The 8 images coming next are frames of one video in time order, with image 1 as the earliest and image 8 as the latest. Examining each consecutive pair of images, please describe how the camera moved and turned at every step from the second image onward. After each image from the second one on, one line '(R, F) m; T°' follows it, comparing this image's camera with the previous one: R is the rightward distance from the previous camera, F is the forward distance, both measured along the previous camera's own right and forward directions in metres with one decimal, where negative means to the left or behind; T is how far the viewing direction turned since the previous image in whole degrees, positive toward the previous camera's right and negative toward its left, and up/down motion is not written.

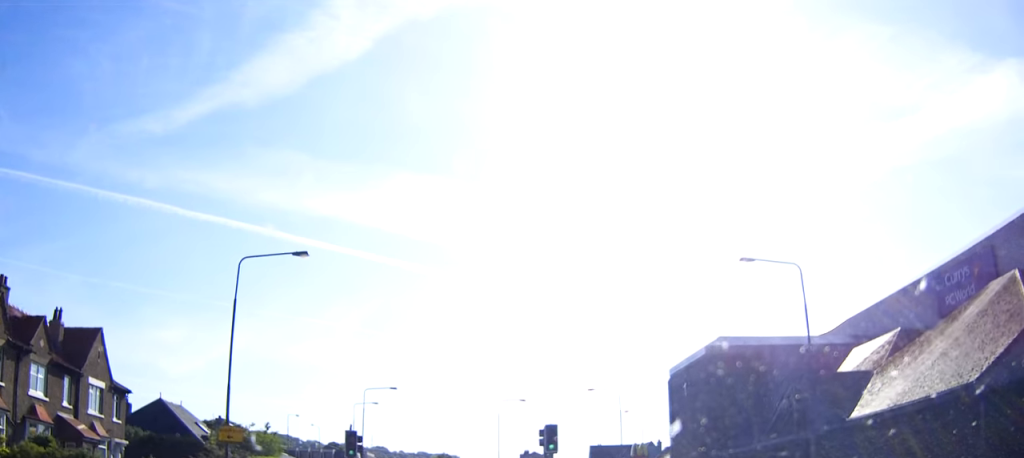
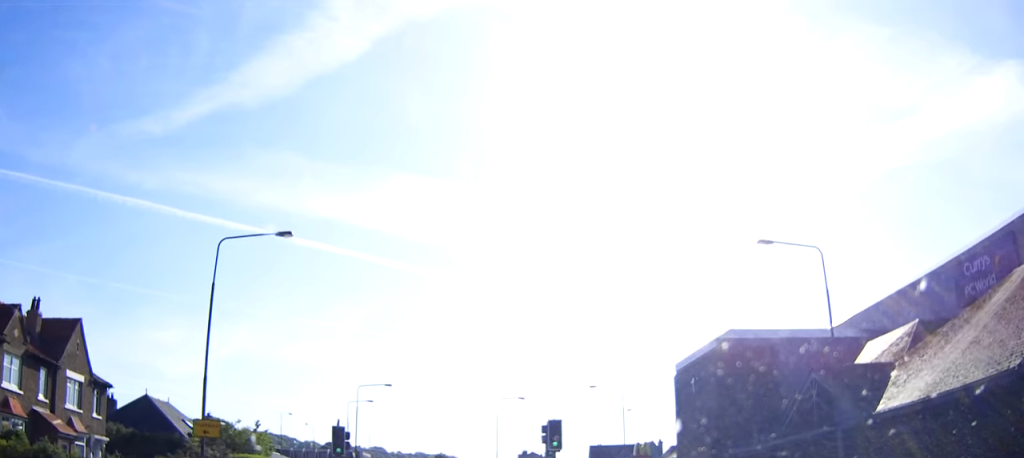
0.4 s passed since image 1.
(0.0, +1.9) m; 0°
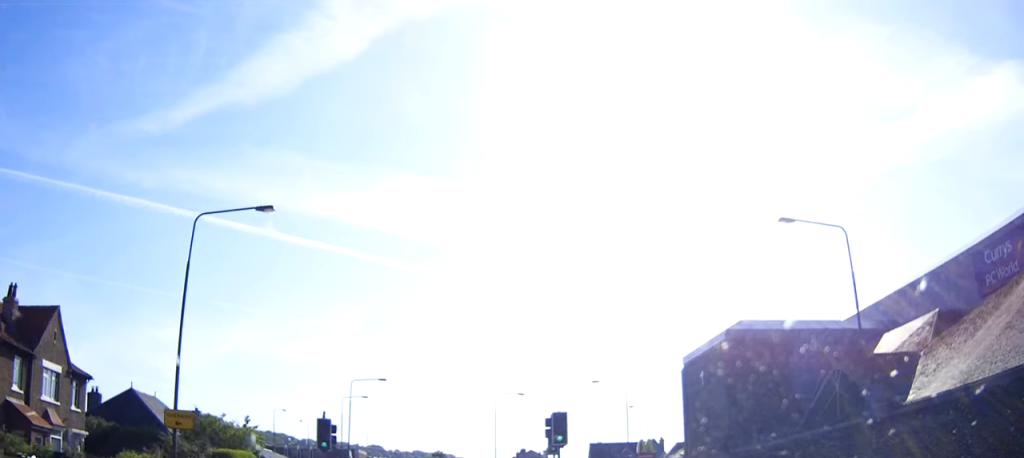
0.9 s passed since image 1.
(0.0, +1.9) m; 0°
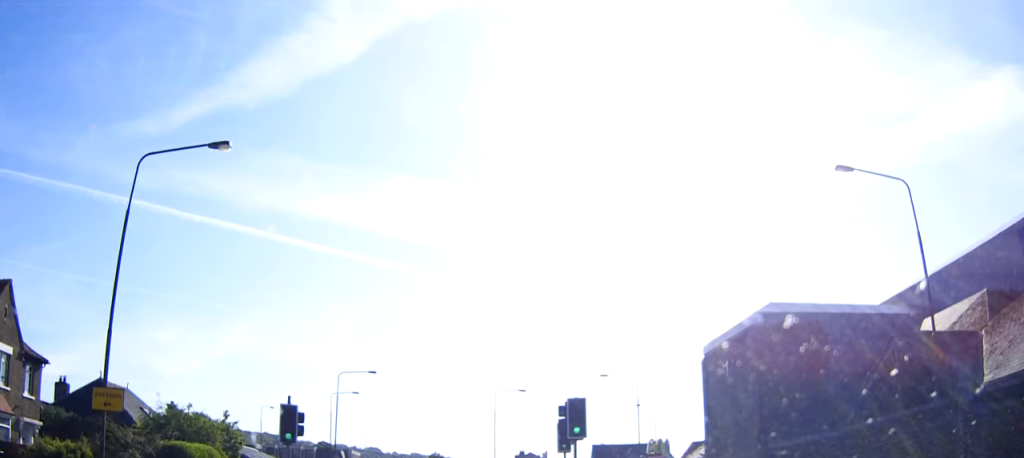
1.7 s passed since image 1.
(0.0, +4.7) m; 0°
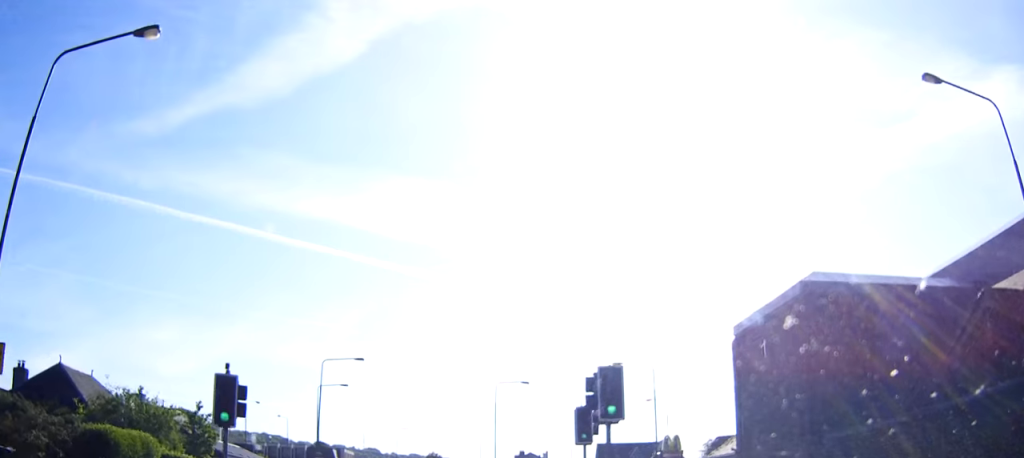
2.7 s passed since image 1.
(0.0, +6.1) m; +1°
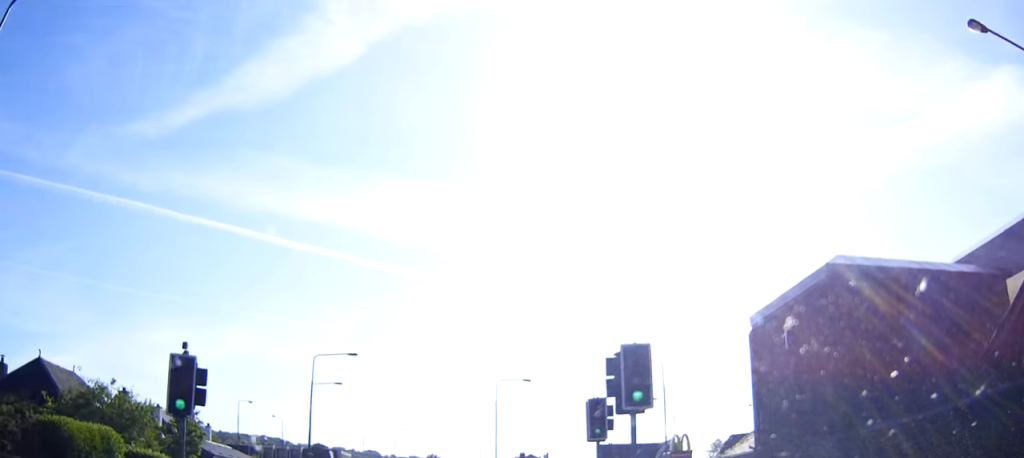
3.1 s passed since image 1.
(0.0, +2.7) m; 0°
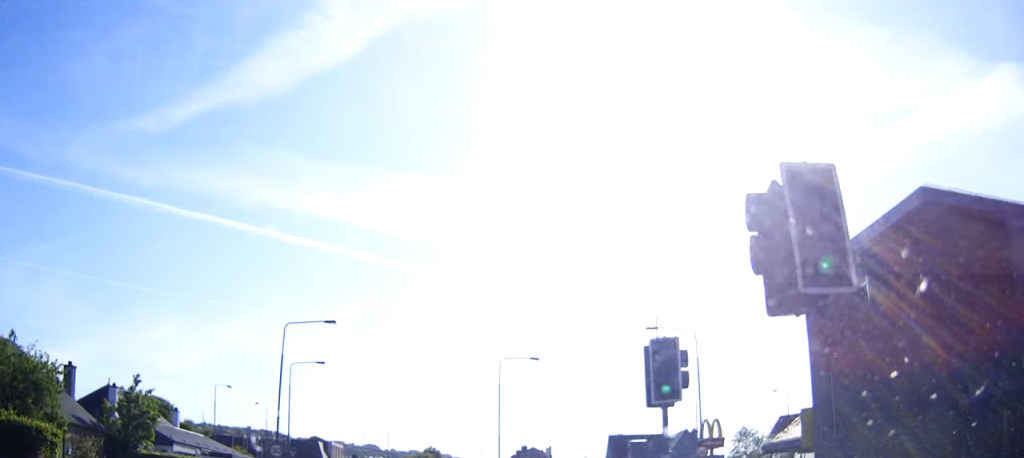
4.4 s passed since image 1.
(0.0, +7.7) m; 0°
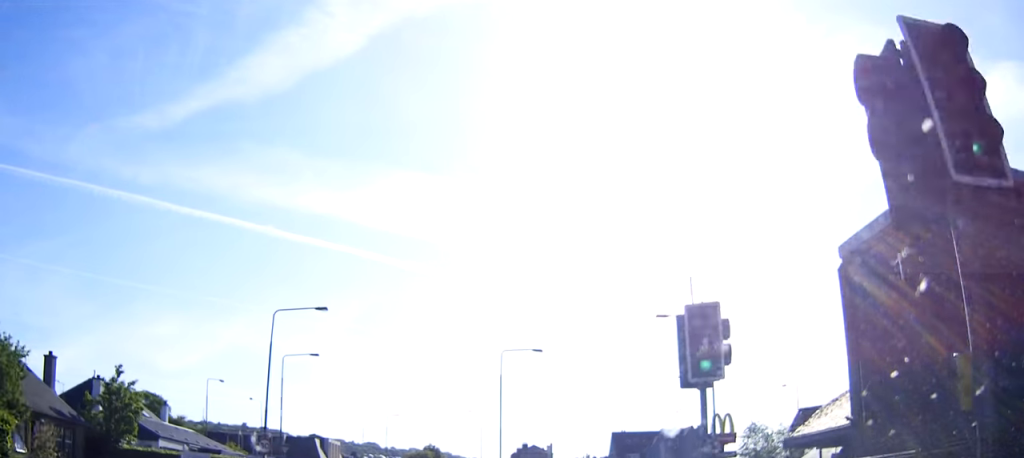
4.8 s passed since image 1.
(0.0, +2.4) m; 0°
